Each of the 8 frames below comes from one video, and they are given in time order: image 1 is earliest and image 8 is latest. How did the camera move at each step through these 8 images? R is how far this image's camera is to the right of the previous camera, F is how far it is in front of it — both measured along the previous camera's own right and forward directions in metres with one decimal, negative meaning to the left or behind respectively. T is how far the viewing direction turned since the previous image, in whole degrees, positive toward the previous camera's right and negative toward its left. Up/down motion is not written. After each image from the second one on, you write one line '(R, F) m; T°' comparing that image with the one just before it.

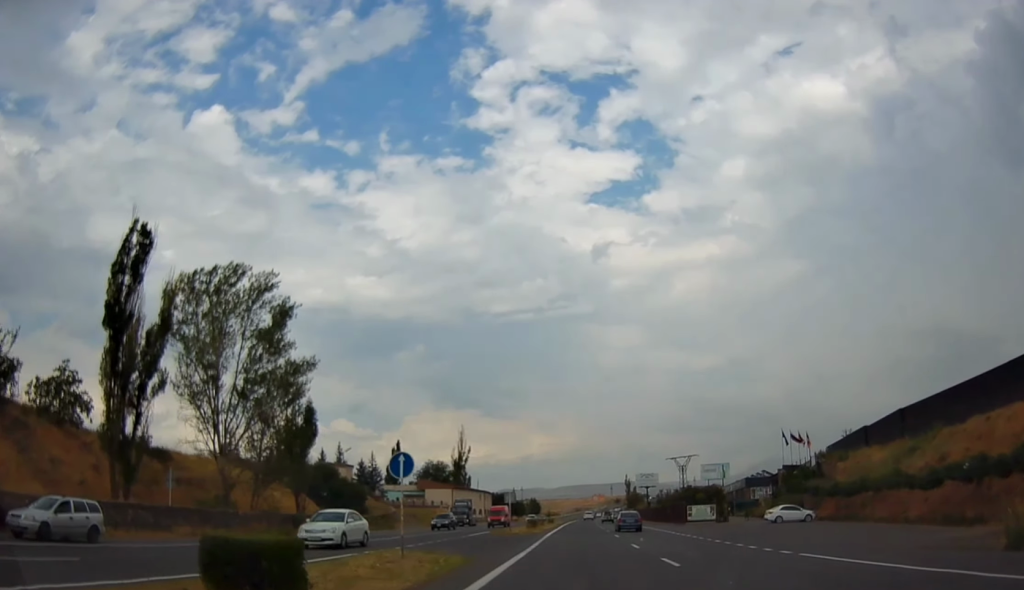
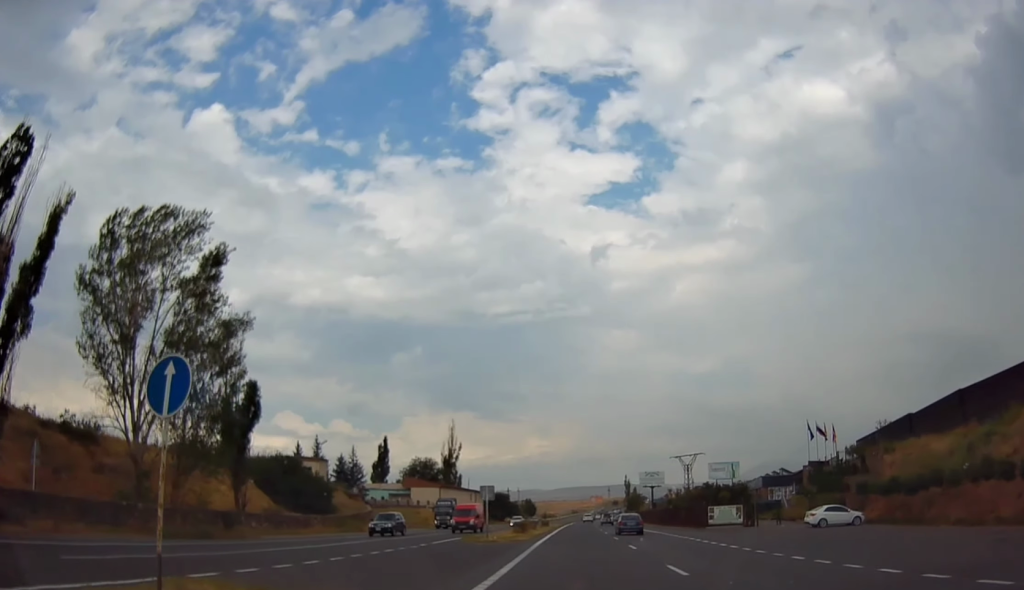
(0.0, +10.8) m; 0°
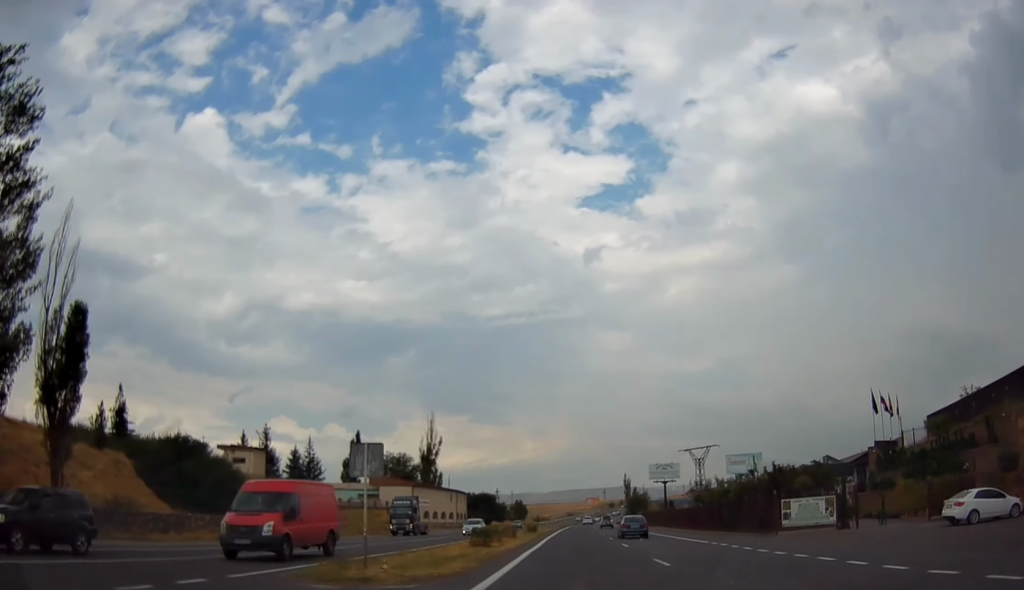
(0.0, +19.3) m; +1°
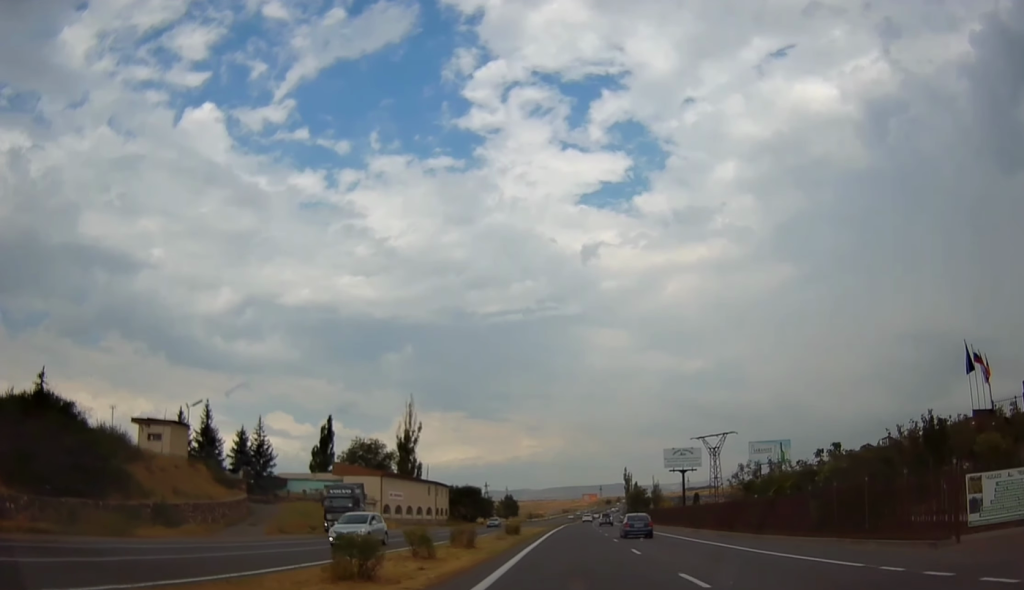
(0.0, +17.1) m; +1°
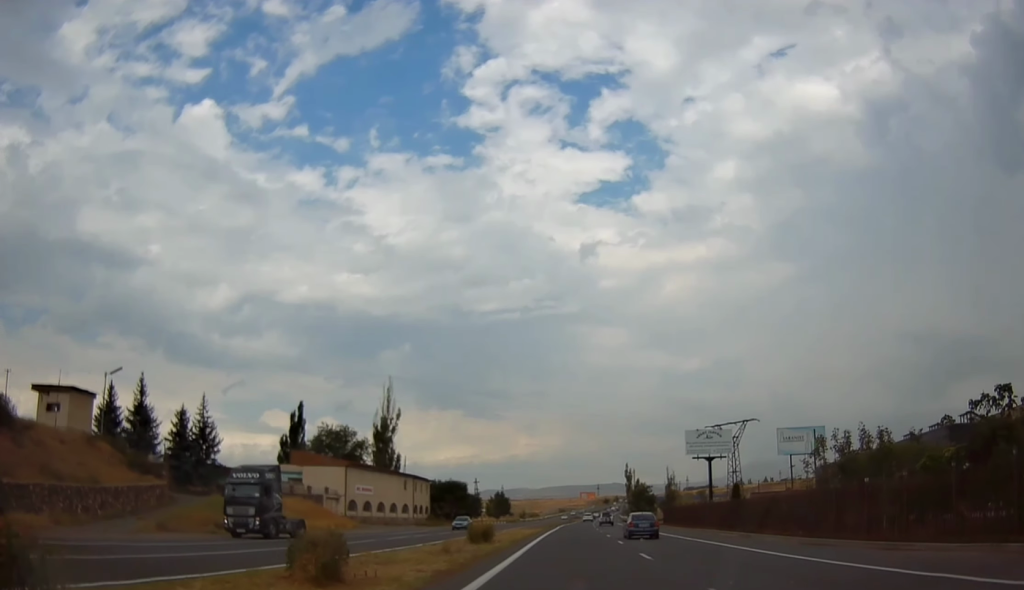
(+0.2, +14.8) m; 0°
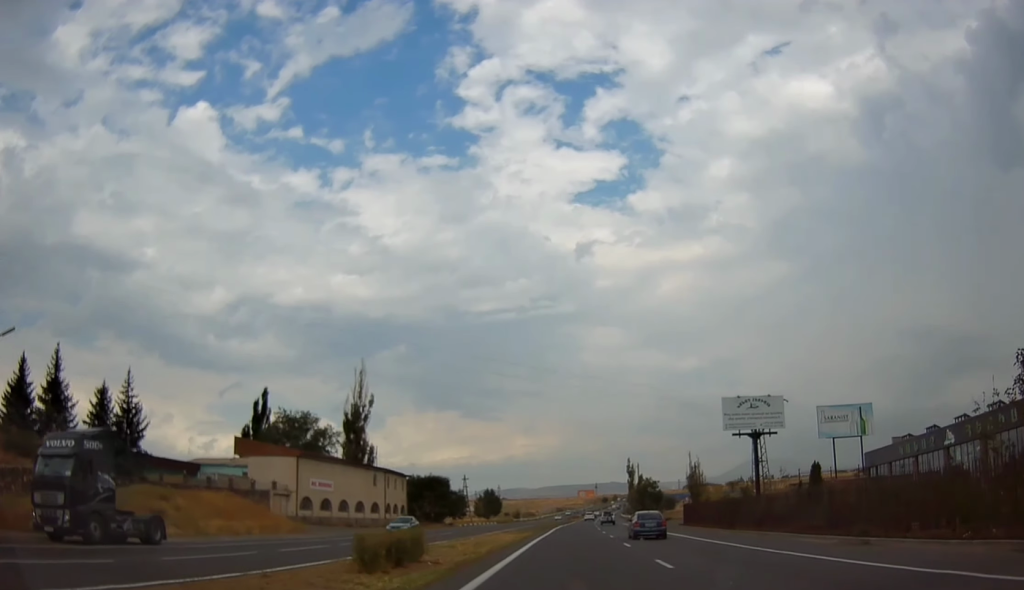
(+0.1, +14.8) m; 0°
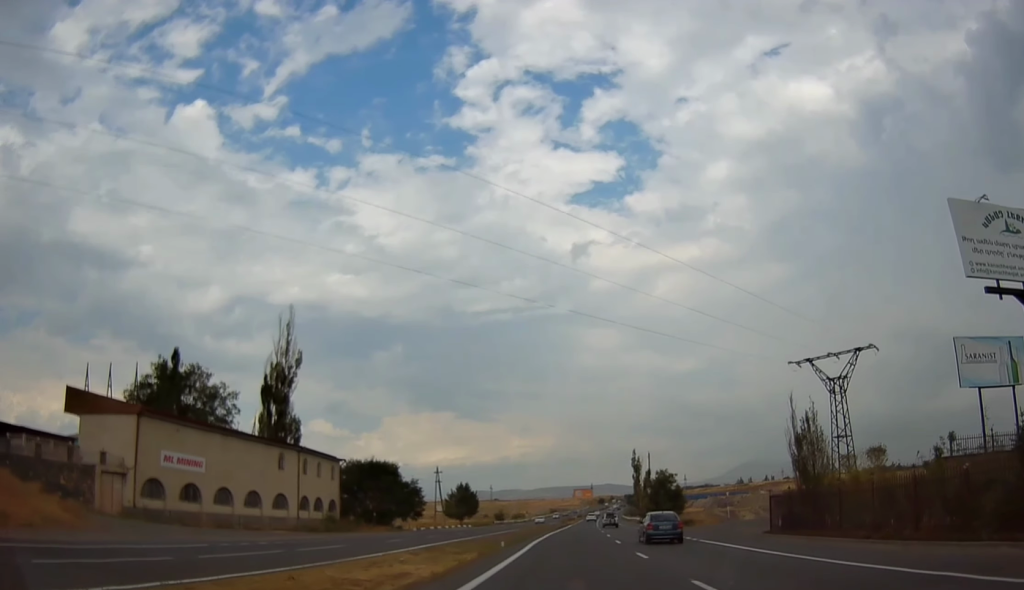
(0.0, +27.8) m; 0°
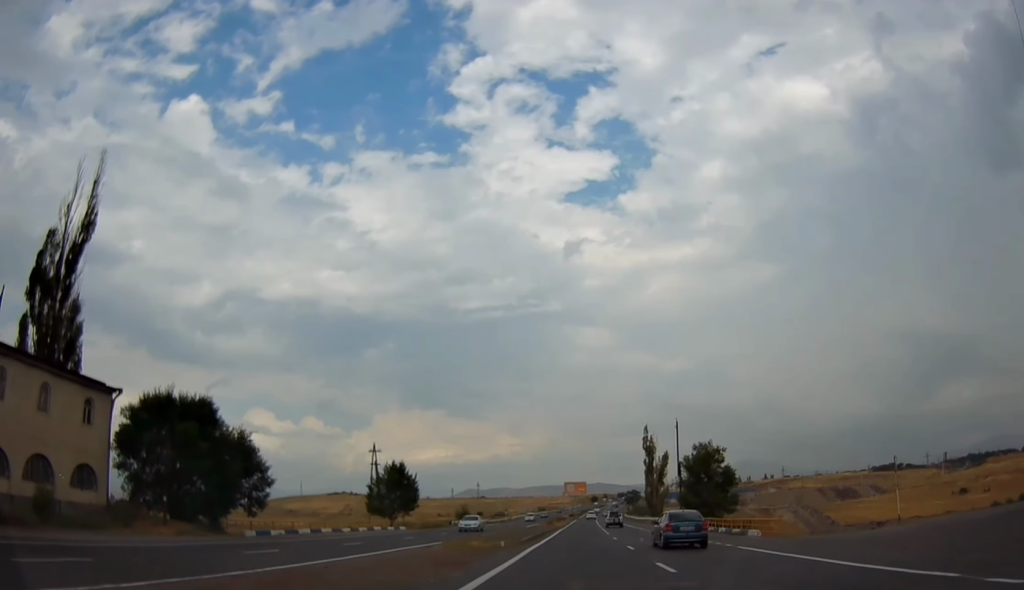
(+0.4, +38.6) m; +2°
